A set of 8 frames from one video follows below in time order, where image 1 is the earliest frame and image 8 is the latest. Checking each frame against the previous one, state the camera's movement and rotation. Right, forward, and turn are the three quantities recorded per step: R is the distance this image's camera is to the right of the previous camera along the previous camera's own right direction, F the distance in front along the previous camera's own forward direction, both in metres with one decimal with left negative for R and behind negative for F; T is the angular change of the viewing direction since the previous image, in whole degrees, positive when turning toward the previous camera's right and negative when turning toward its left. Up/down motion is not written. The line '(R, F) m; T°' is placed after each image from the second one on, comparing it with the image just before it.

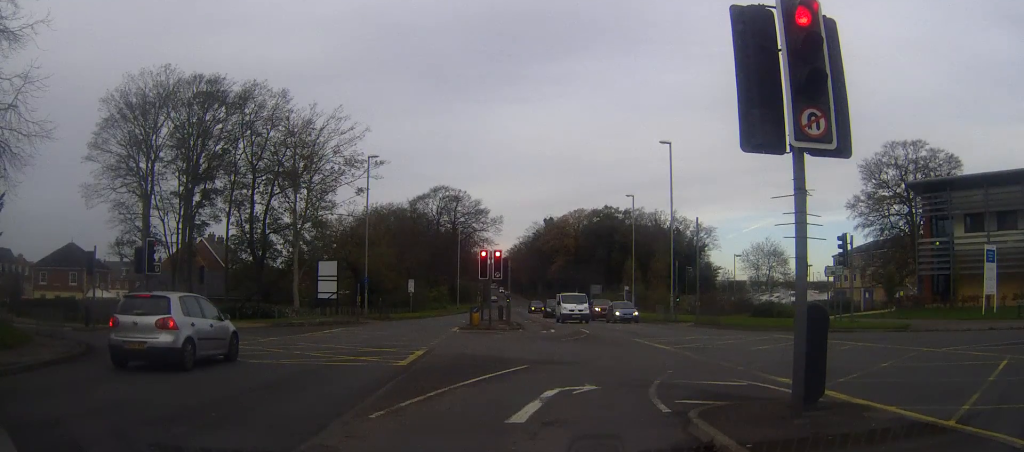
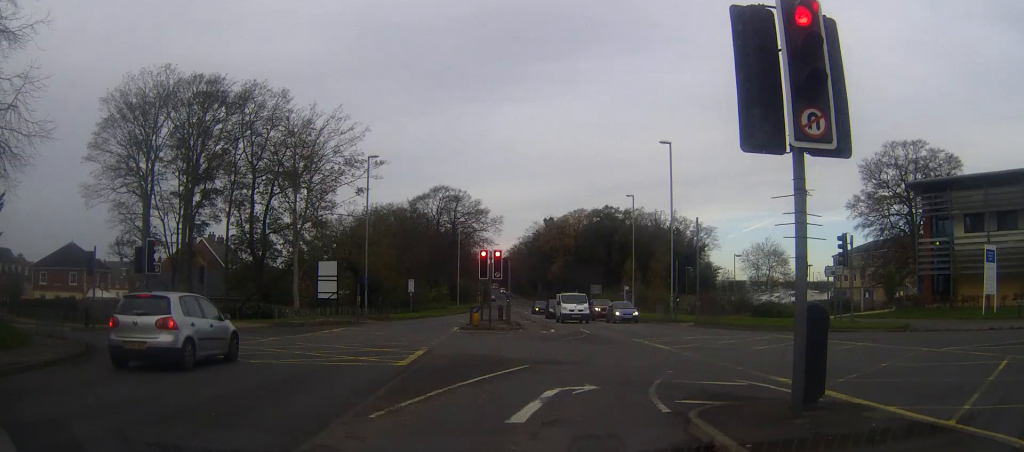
(0.0, 0.0) m; 0°
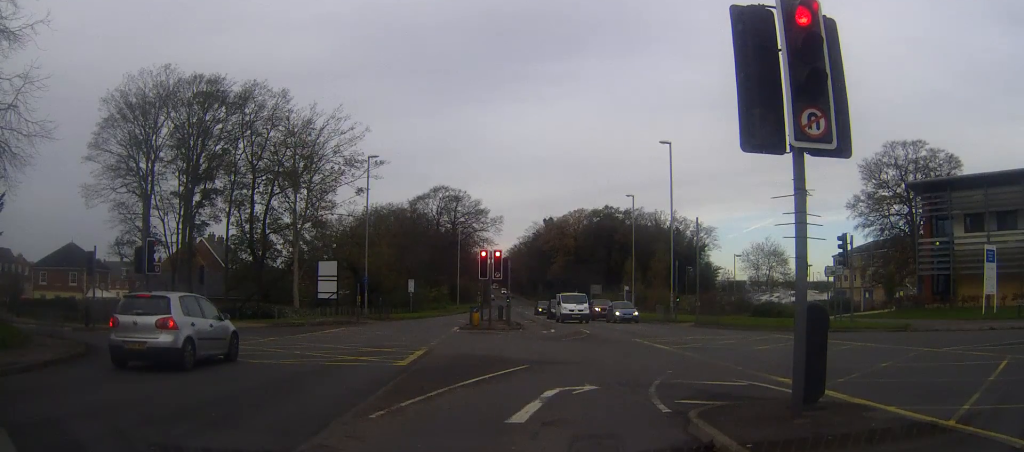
(0.0, 0.0) m; 0°
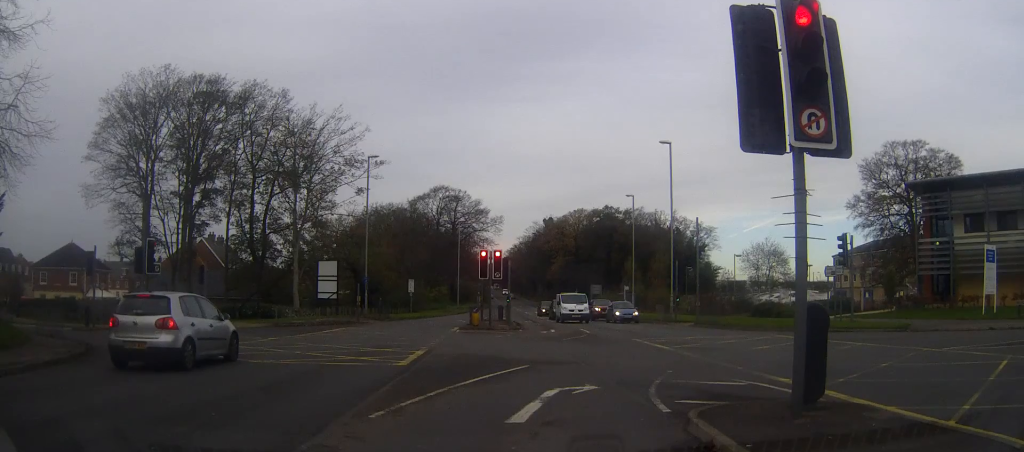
(0.0, 0.0) m; 0°
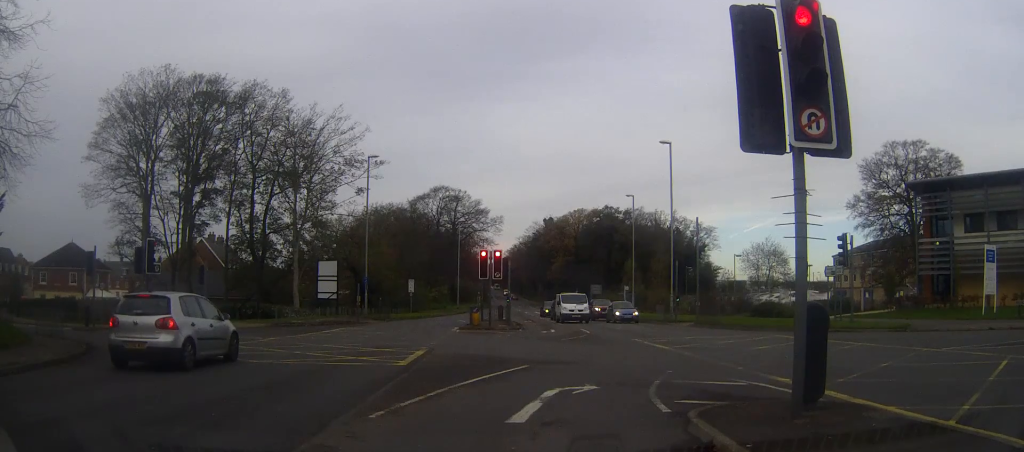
(0.0, 0.0) m; 0°
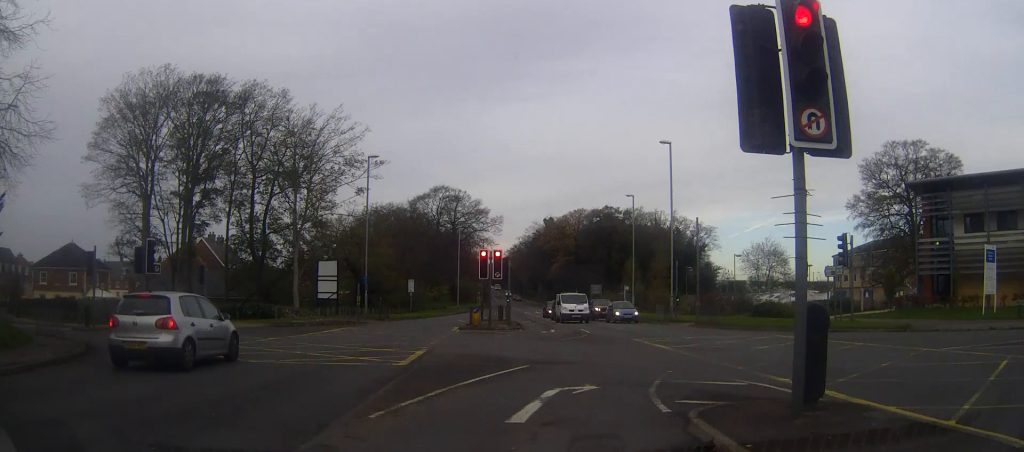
(0.0, 0.0) m; 0°
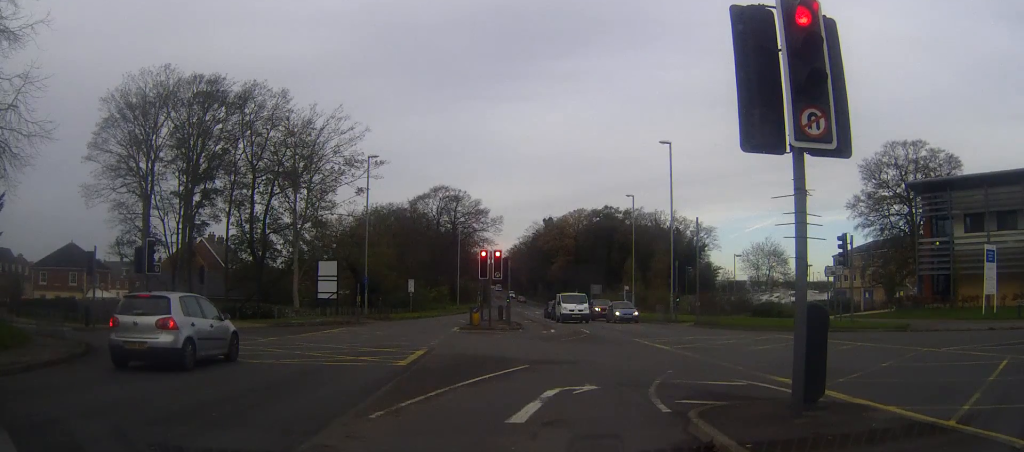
(0.0, 0.0) m; 0°
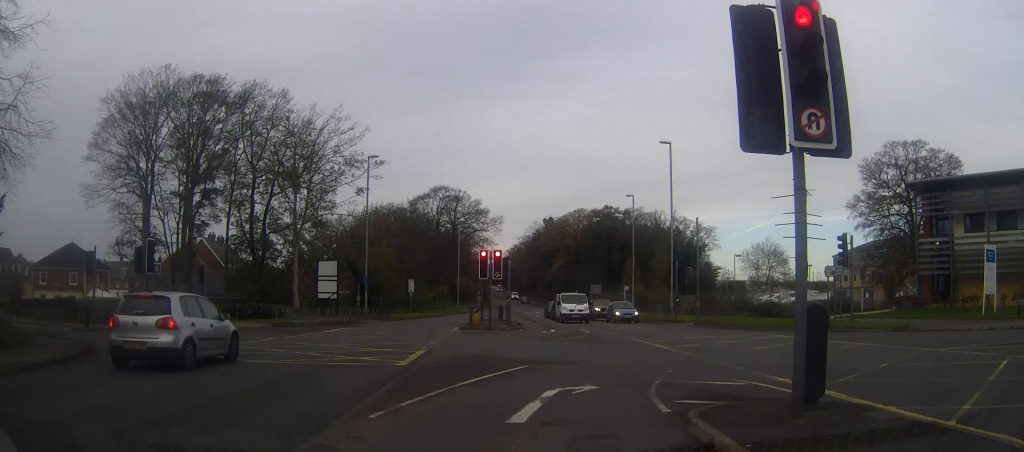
(0.0, 0.0) m; 0°
